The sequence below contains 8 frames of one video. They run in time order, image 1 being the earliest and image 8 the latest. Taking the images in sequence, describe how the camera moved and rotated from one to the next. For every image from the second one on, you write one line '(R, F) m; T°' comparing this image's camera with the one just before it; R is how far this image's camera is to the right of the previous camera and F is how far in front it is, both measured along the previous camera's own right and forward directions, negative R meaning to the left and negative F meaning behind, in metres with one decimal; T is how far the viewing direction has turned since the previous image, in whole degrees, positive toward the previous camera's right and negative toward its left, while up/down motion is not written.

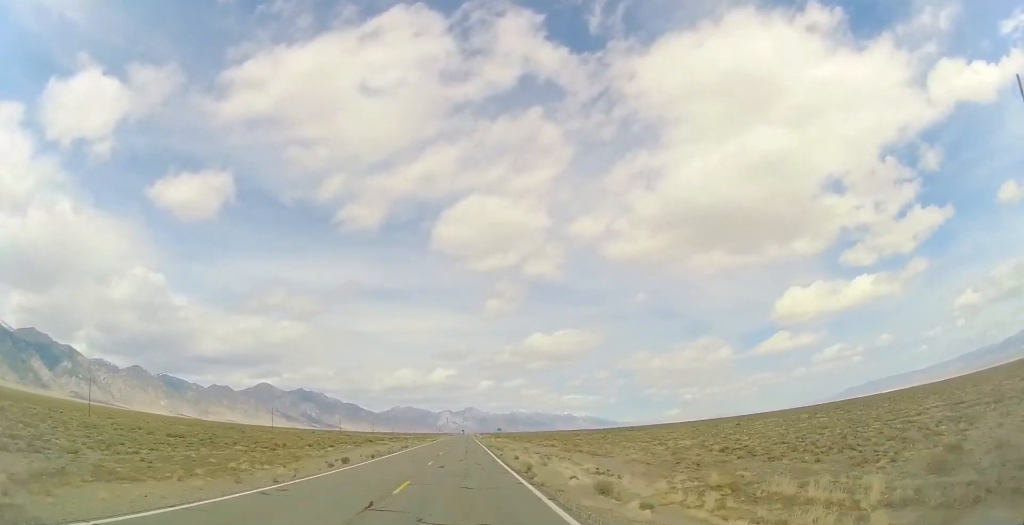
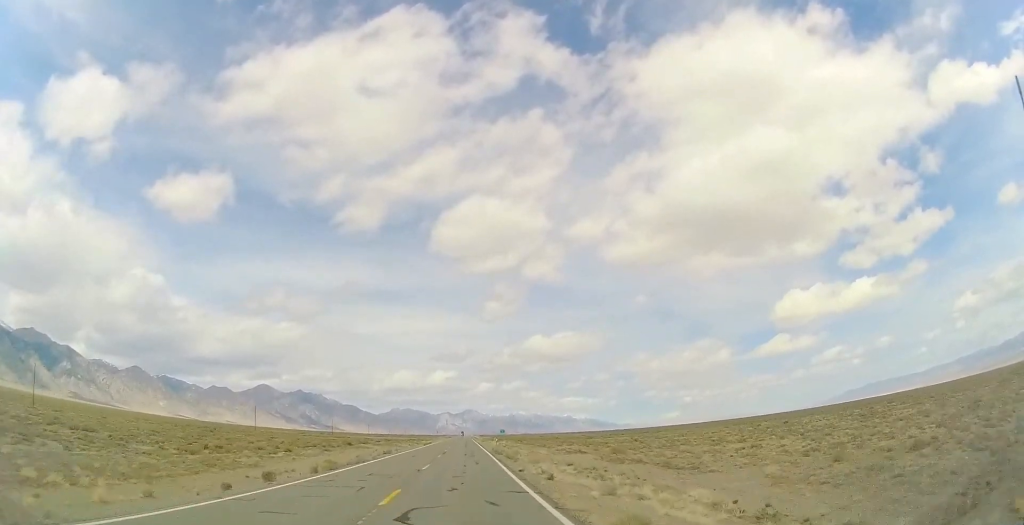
(0.0, +14.3) m; 0°
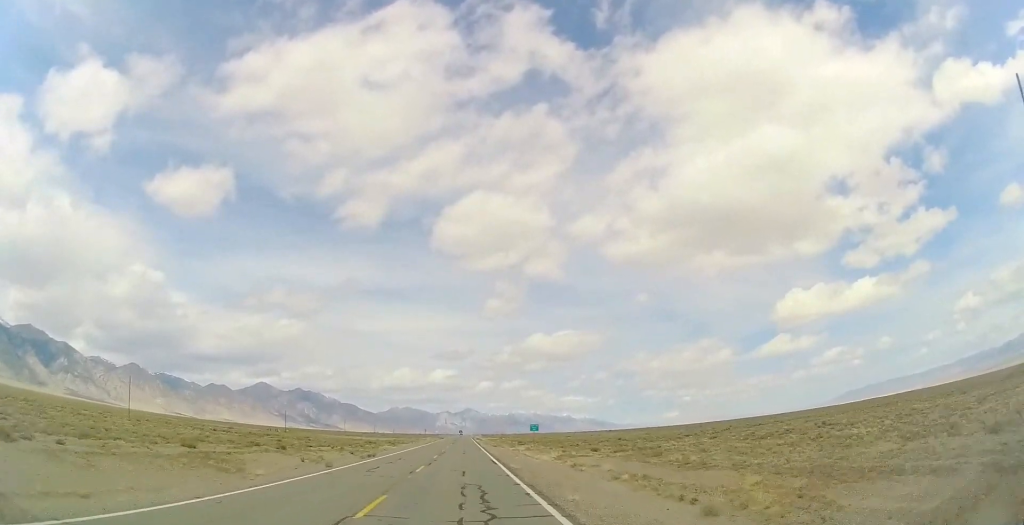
(0.0, +64.5) m; 0°
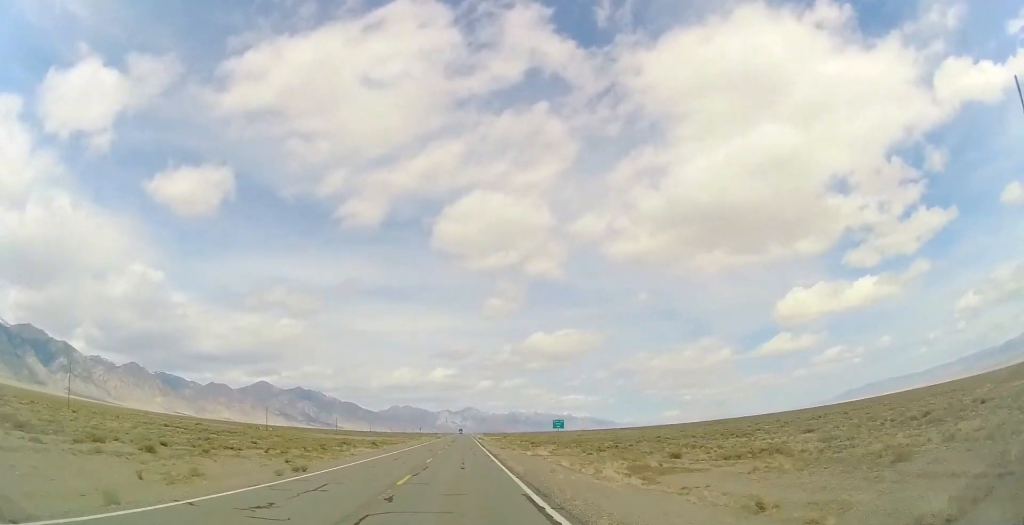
(0.0, +18.3) m; 0°
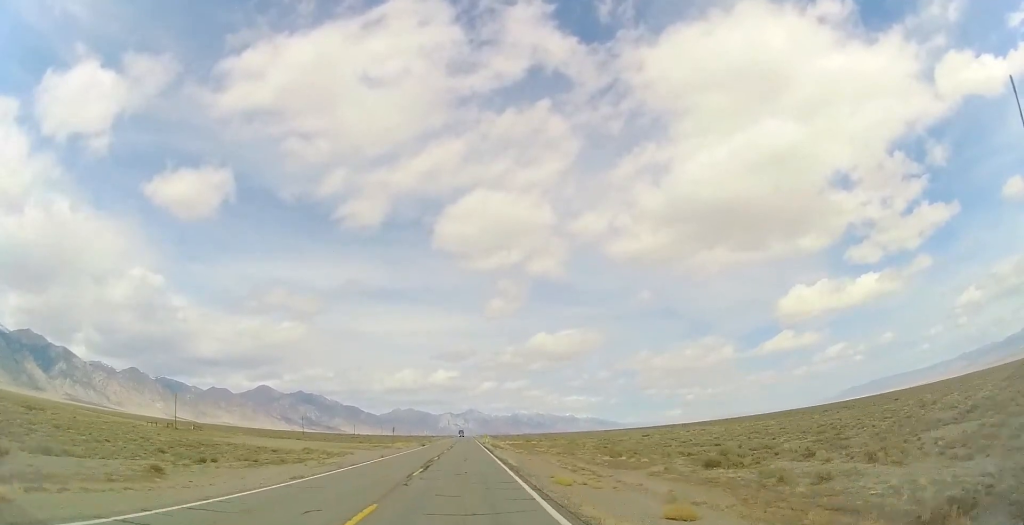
(-0.1, +56.5) m; 0°
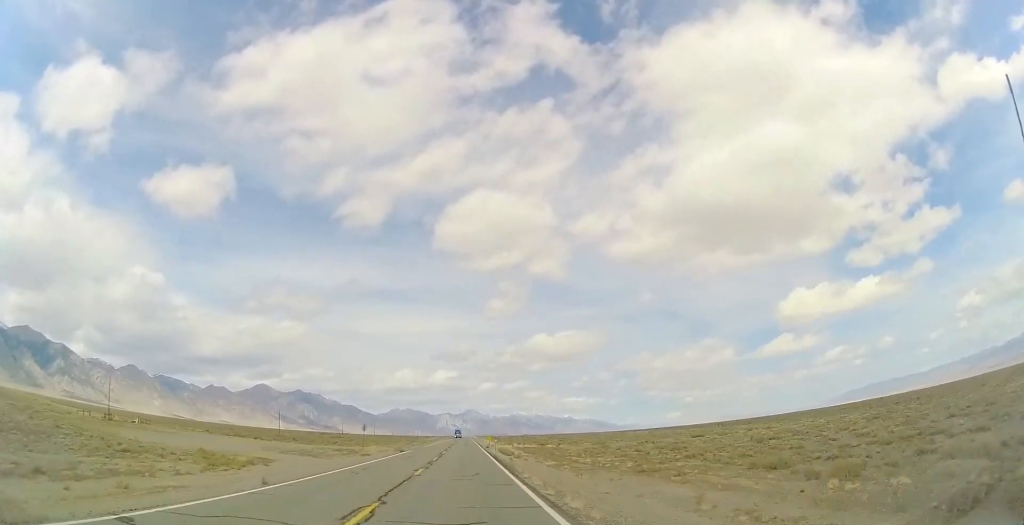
(0.0, +23.6) m; 0°
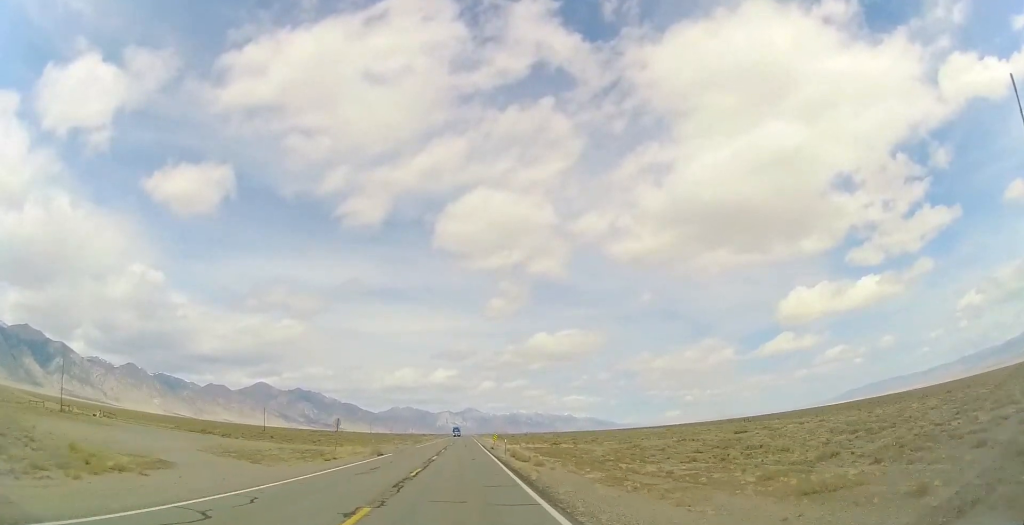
(0.0, +13.3) m; 0°
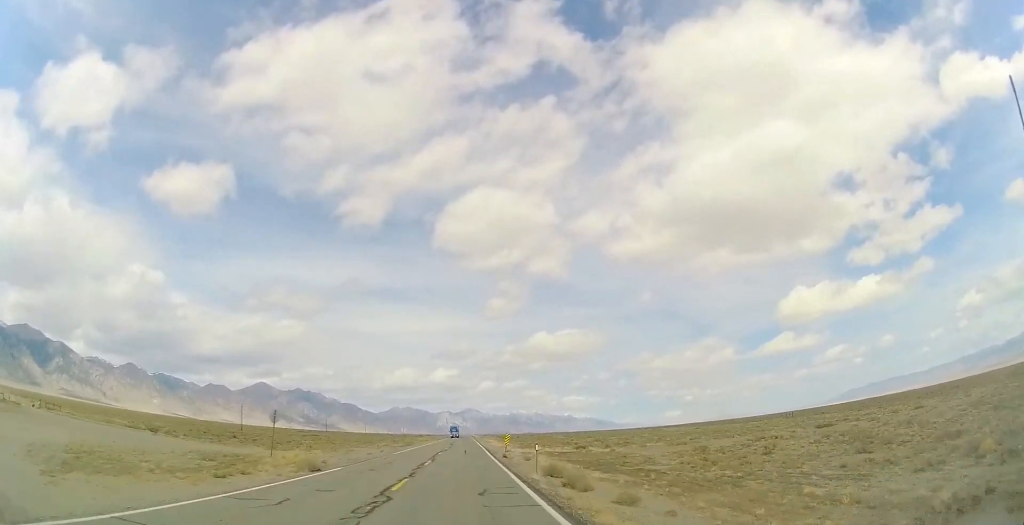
(0.0, +17.3) m; 0°
